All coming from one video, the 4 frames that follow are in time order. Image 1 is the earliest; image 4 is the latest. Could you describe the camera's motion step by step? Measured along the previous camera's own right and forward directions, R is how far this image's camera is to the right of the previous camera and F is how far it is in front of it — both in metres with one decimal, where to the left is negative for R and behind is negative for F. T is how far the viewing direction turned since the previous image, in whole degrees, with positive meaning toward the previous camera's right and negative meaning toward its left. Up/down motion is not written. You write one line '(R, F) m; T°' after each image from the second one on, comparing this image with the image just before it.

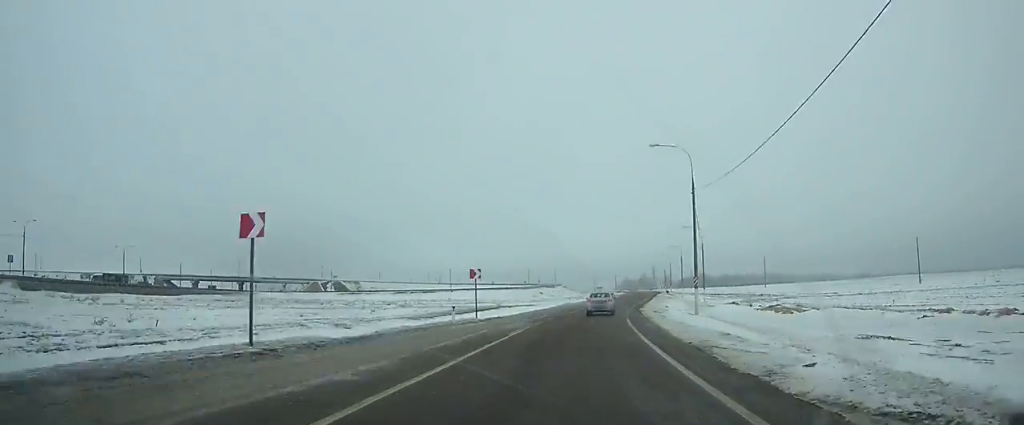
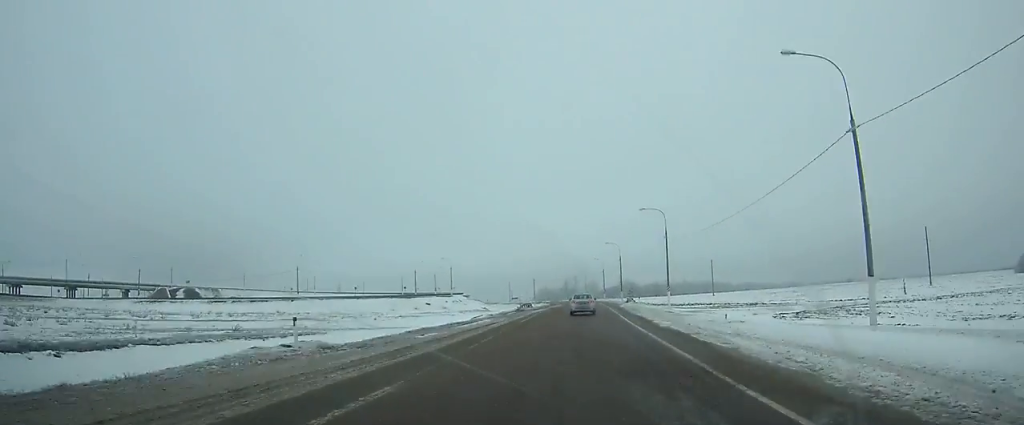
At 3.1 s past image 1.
(+3.7, +64.7) m; +5°
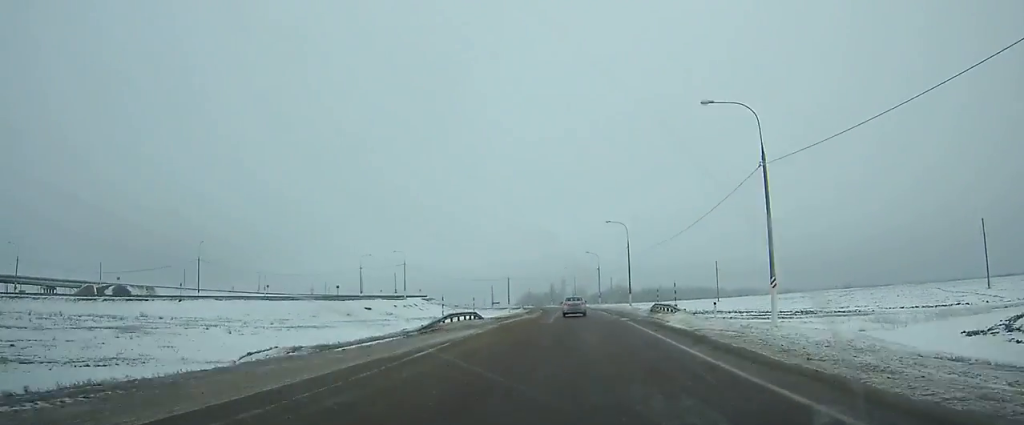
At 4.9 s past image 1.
(+1.4, +39.1) m; +1°
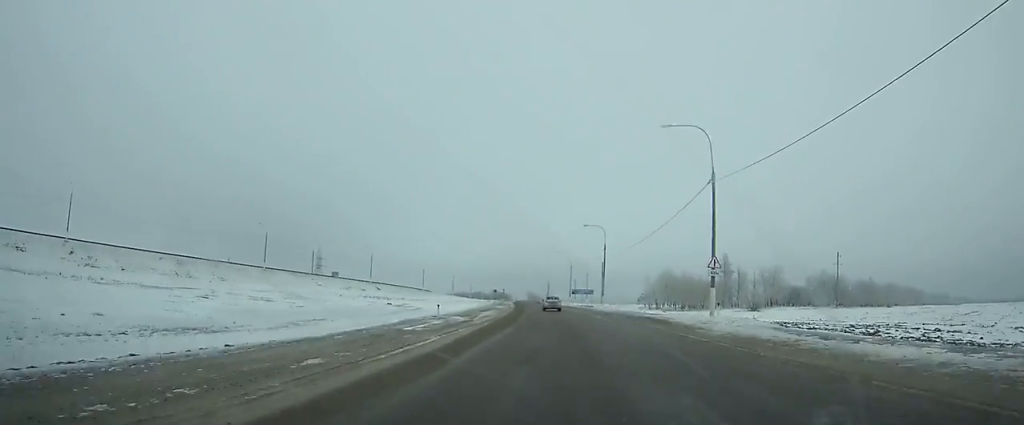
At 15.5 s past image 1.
(-22.0, +231.9) m; -14°
